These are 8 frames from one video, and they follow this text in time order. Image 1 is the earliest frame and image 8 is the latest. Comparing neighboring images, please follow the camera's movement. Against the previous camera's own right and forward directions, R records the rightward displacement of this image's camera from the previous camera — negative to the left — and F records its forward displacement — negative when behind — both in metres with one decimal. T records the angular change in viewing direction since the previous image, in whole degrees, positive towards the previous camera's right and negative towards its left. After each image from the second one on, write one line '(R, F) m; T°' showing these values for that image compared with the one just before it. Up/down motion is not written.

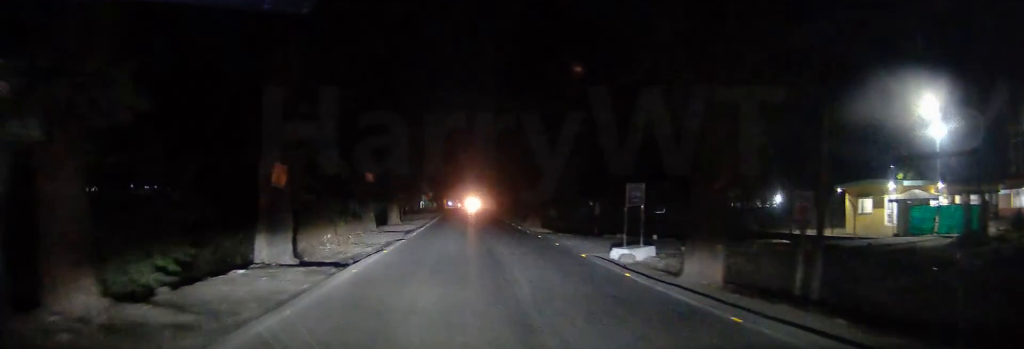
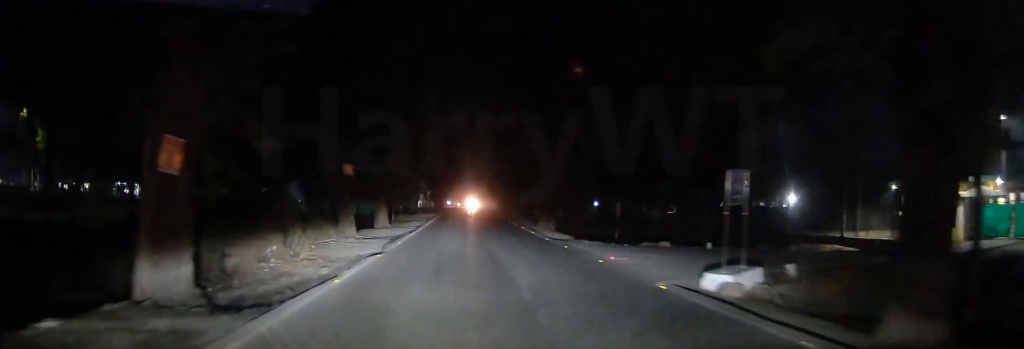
(-0.3, +7.6) m; 0°
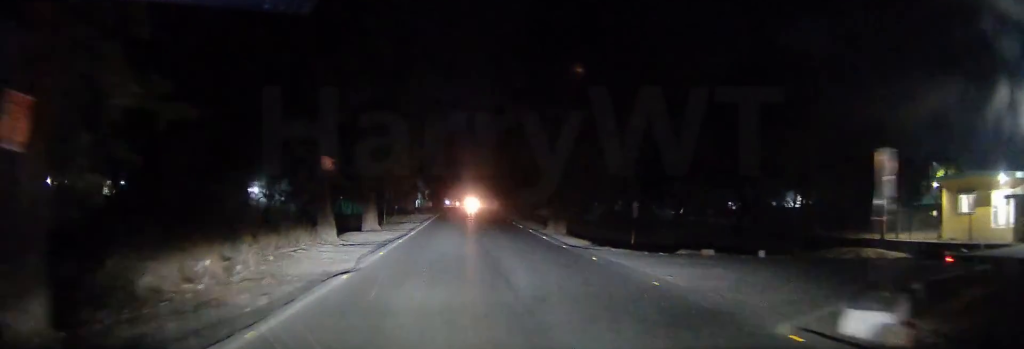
(+0.1, +5.1) m; 0°
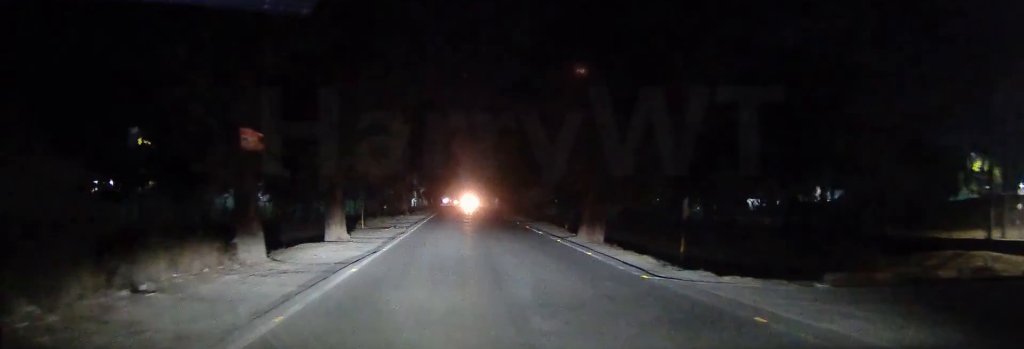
(+0.1, +10.7) m; 0°
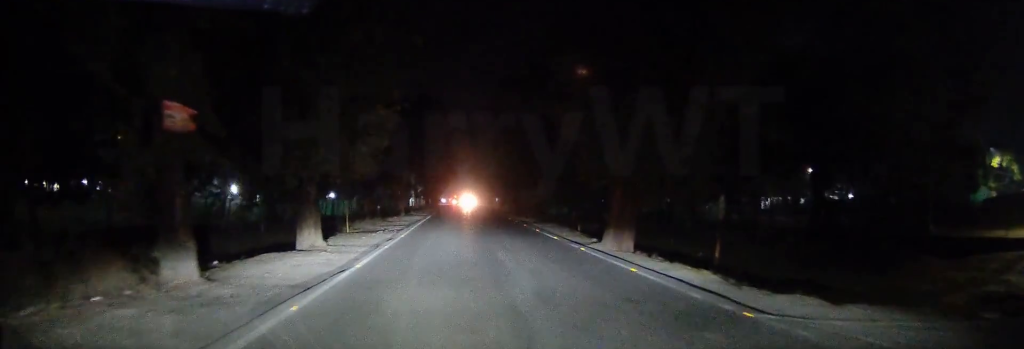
(0.0, +5.2) m; 0°
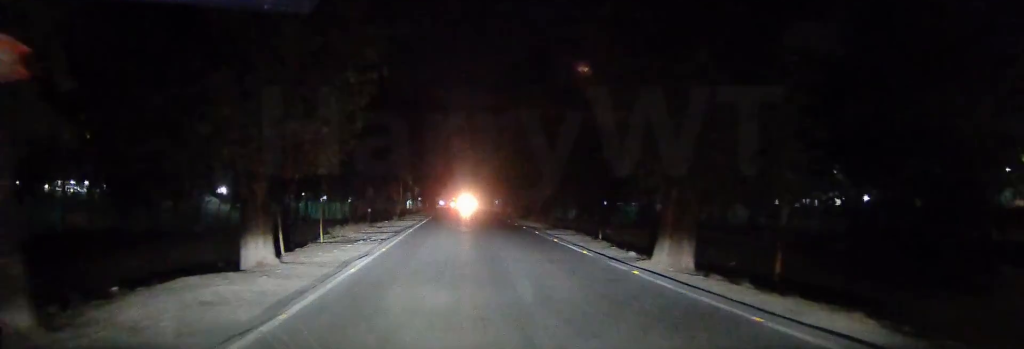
(+0.1, +6.5) m; +2°
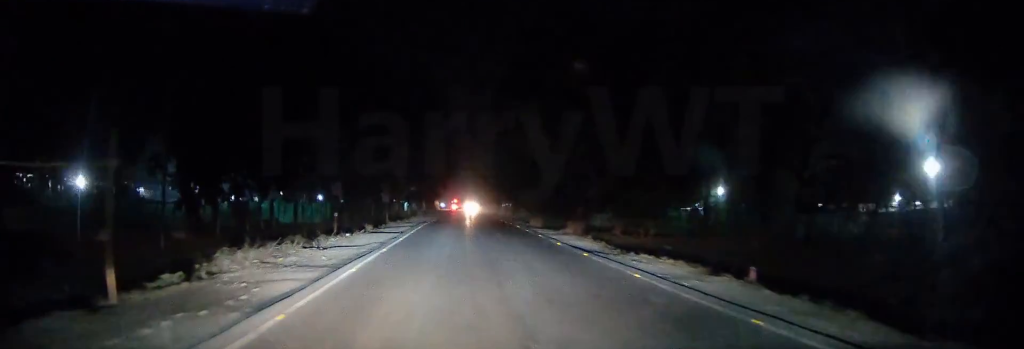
(+0.3, +18.1) m; -1°
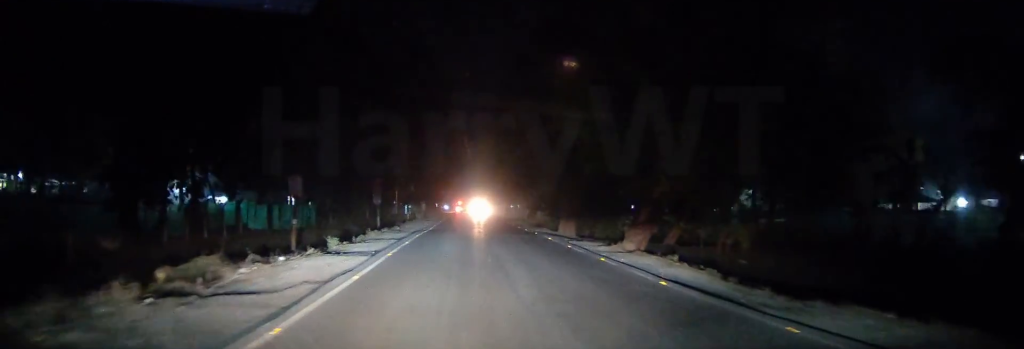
(-0.2, +12.5) m; -2°
